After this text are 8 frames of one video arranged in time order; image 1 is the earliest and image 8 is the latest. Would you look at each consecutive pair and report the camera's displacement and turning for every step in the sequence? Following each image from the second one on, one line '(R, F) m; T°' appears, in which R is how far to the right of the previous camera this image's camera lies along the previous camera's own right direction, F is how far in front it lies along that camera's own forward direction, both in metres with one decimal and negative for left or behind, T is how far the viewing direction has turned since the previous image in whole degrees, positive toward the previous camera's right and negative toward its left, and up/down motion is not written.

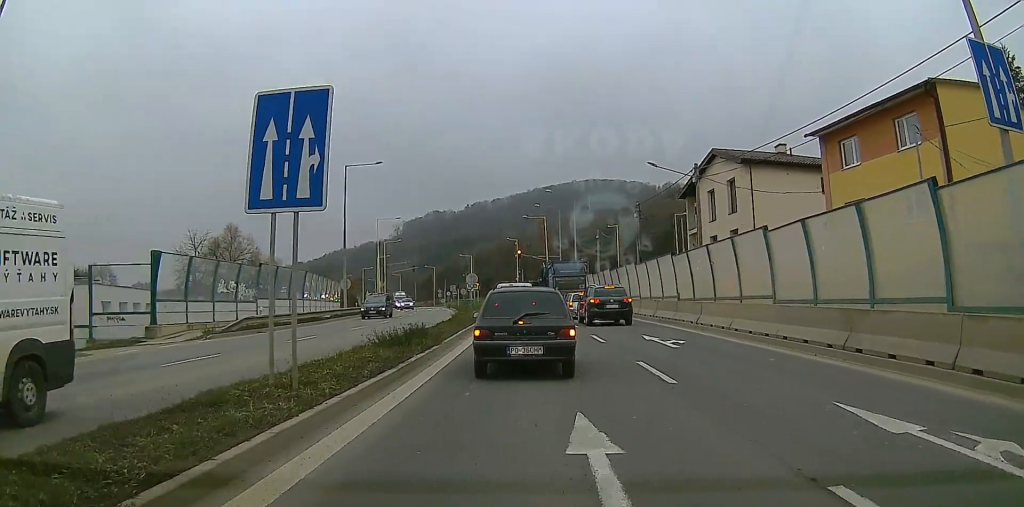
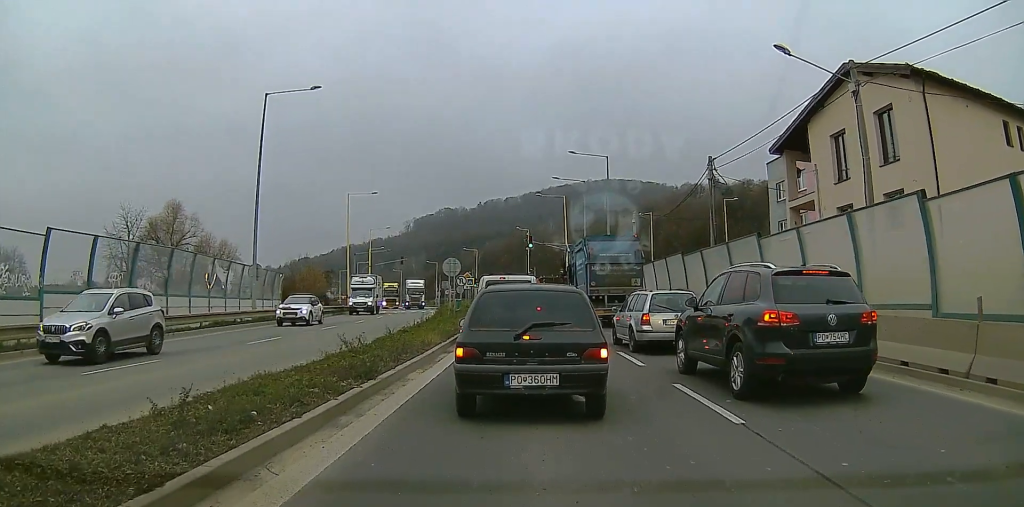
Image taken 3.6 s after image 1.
(0.0, +25.7) m; 0°
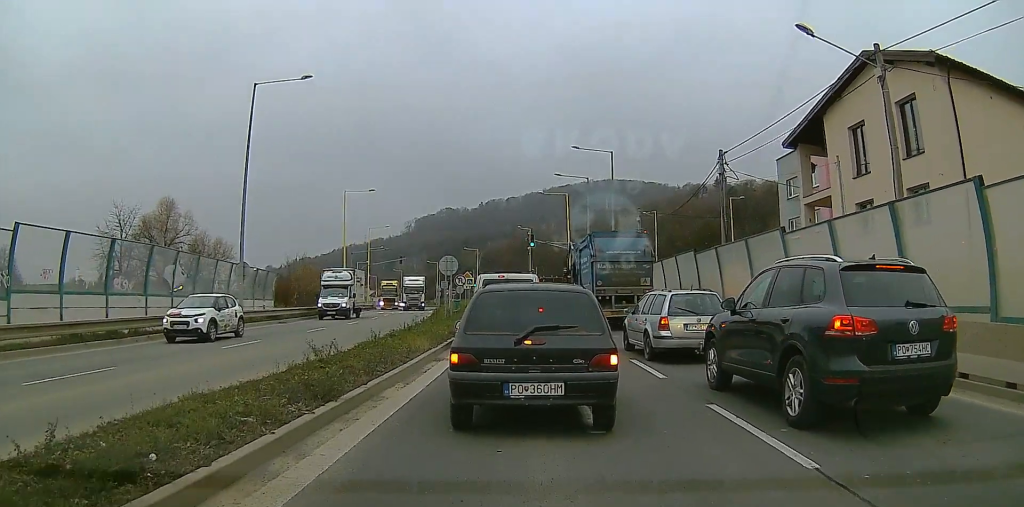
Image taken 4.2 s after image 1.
(0.0, +2.9) m; 0°
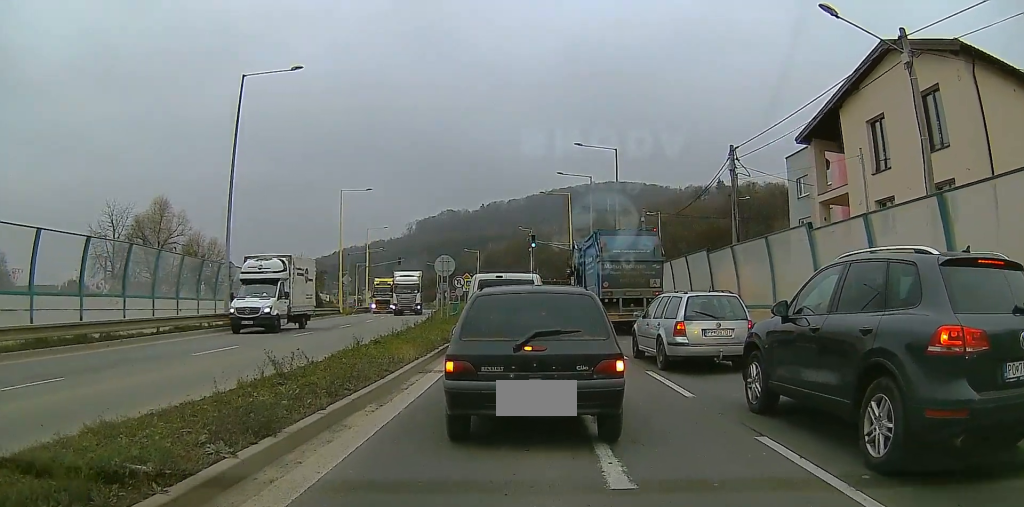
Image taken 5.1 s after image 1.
(0.0, +3.2) m; 0°
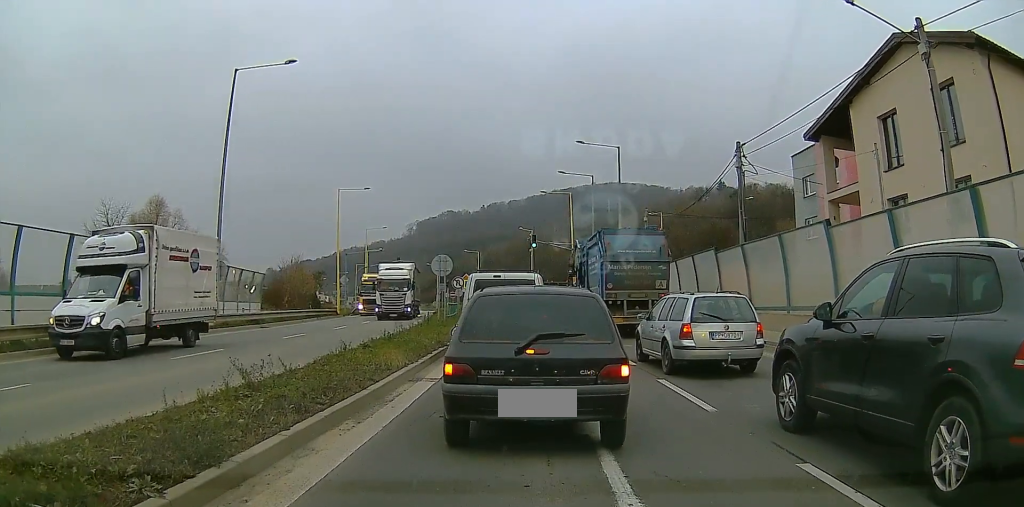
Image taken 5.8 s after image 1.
(0.0, +2.3) m; 0°
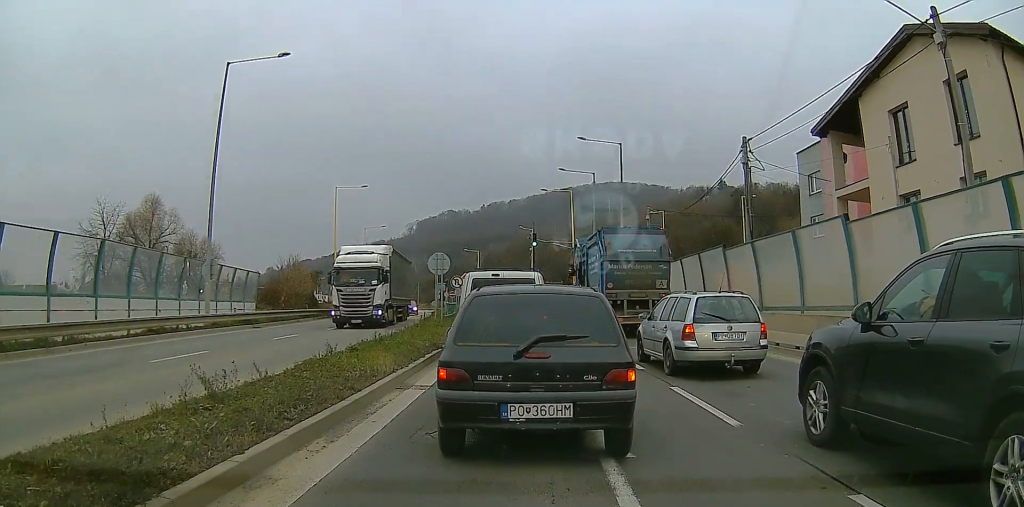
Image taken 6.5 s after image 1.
(0.0, +2.5) m; 0°
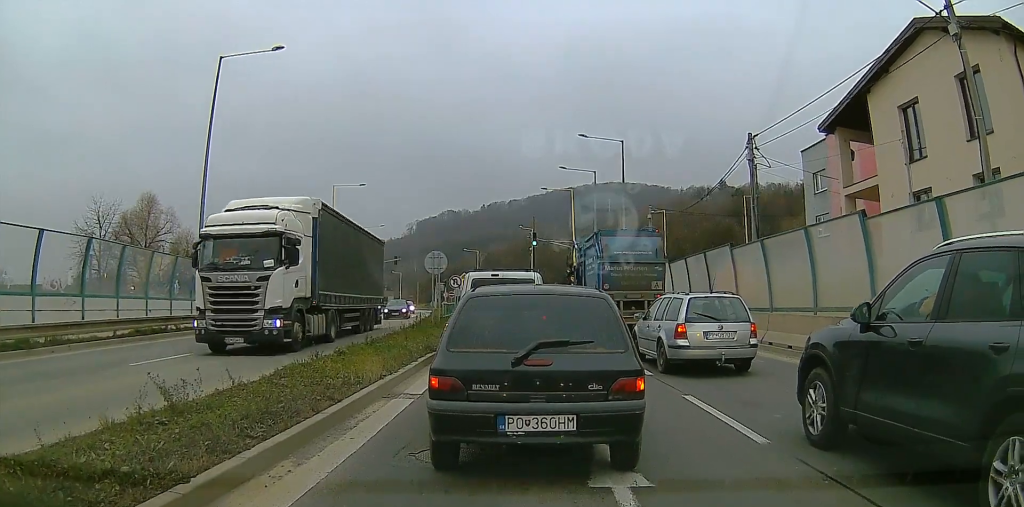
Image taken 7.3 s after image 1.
(0.0, +2.6) m; 0°
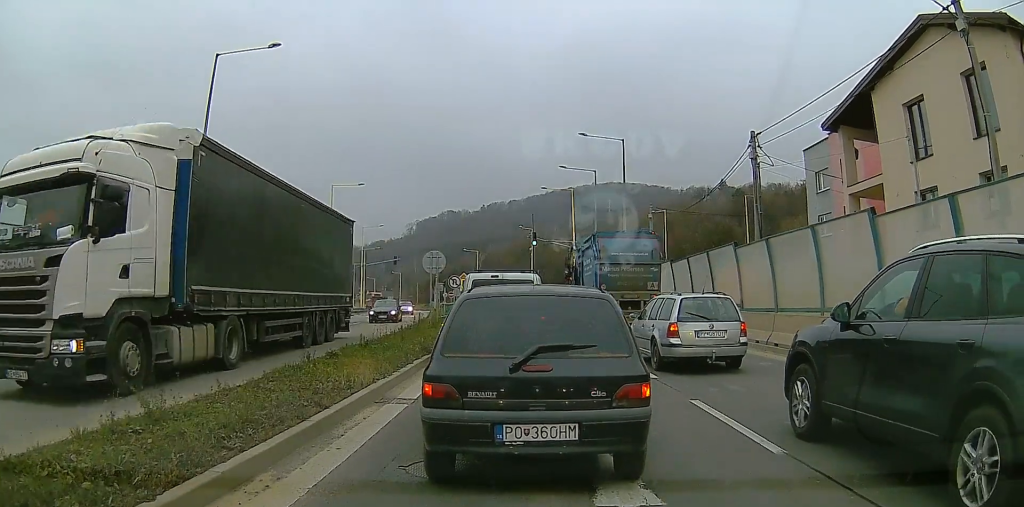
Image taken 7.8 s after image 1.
(0.0, +1.4) m; 0°
